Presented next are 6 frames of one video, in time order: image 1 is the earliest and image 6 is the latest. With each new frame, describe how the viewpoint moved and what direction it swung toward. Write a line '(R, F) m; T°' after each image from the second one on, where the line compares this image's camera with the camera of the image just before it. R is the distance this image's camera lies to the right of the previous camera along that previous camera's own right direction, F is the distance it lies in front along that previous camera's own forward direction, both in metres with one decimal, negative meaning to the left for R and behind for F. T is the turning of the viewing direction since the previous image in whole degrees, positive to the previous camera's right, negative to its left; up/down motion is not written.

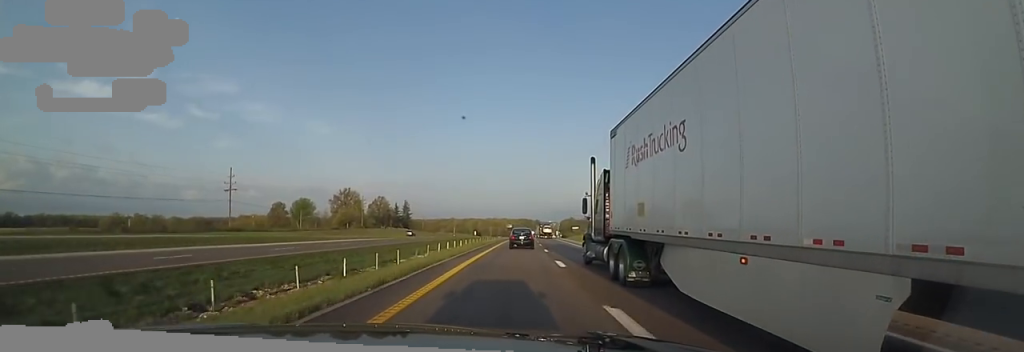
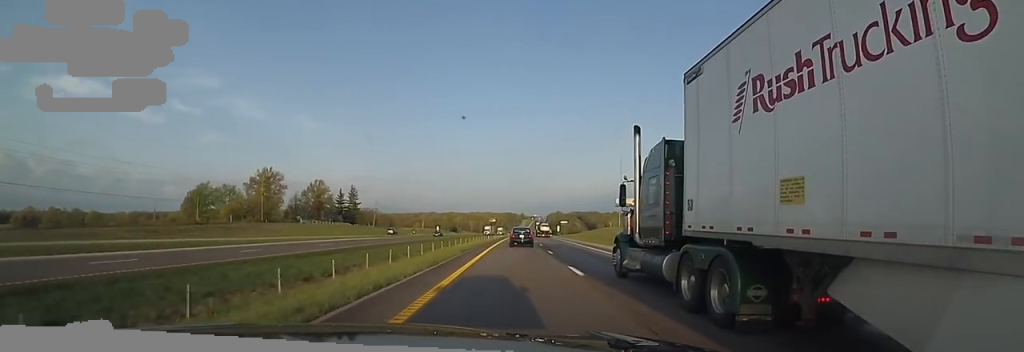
(-0.6, +62.8) m; 0°
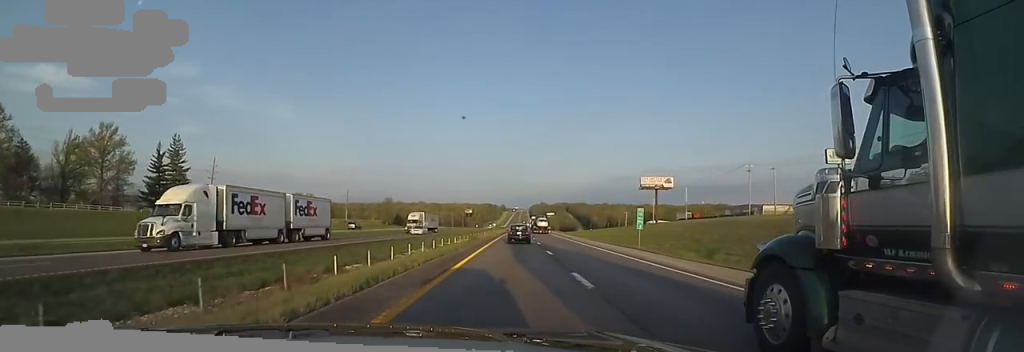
(+3.7, +100.0) m; +3°
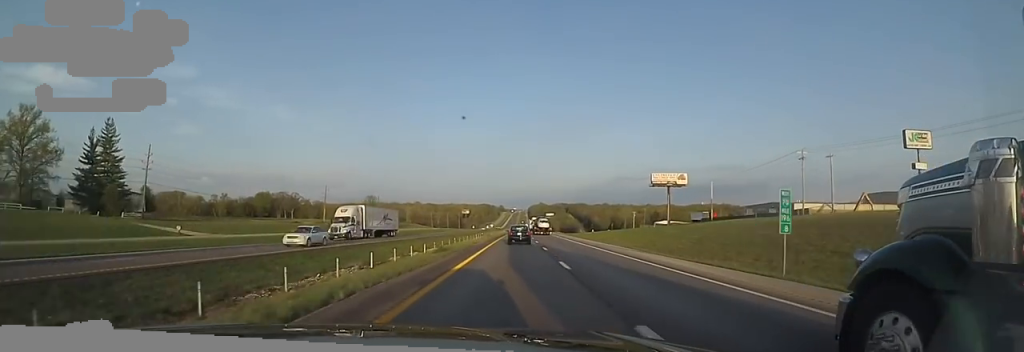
(+0.2, +20.4) m; 0°
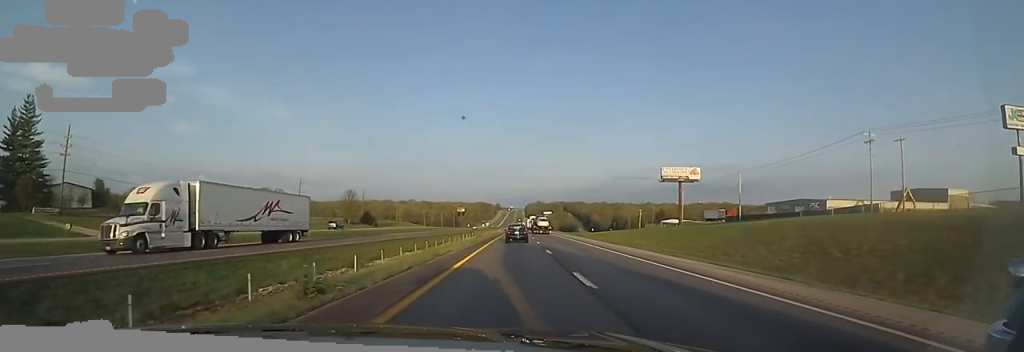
(0.0, +18.1) m; +1°
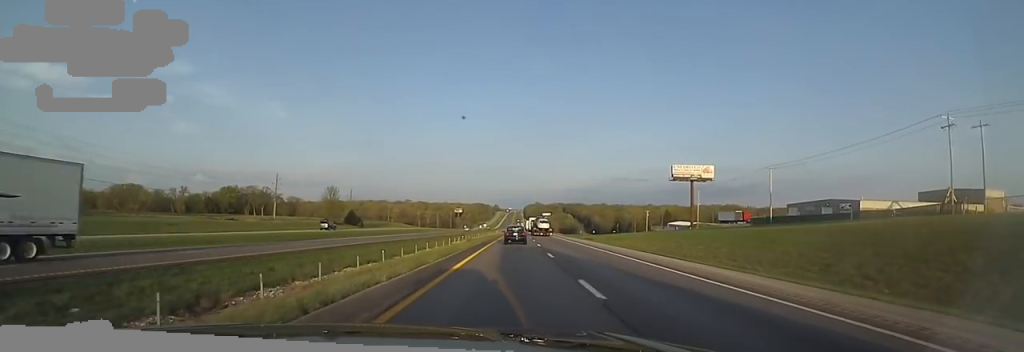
(-0.3, +14.5) m; +1°
